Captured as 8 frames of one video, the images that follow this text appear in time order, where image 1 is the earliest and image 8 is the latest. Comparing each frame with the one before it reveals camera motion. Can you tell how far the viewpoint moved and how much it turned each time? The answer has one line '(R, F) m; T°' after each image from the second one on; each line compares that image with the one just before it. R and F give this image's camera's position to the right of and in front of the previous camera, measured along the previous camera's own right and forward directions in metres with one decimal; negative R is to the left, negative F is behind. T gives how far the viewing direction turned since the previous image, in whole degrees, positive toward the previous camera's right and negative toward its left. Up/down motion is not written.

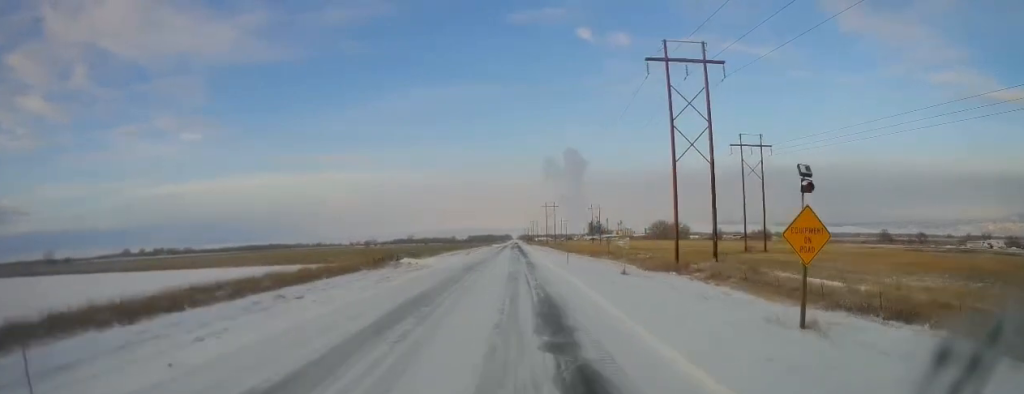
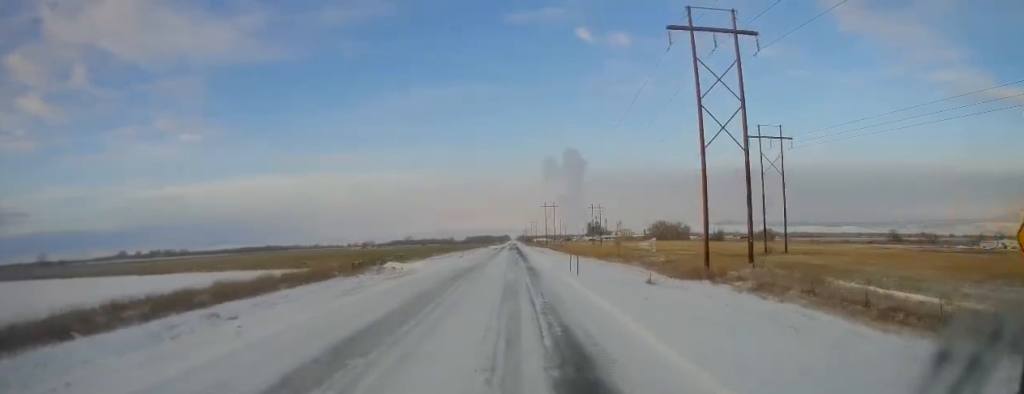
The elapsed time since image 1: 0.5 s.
(-0.3, +8.9) m; 0°
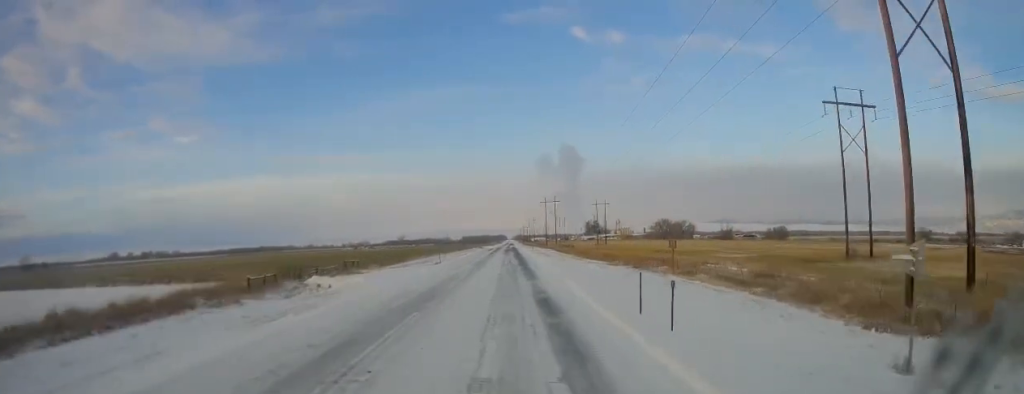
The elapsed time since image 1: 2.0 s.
(+1.1, +25.4) m; +3°
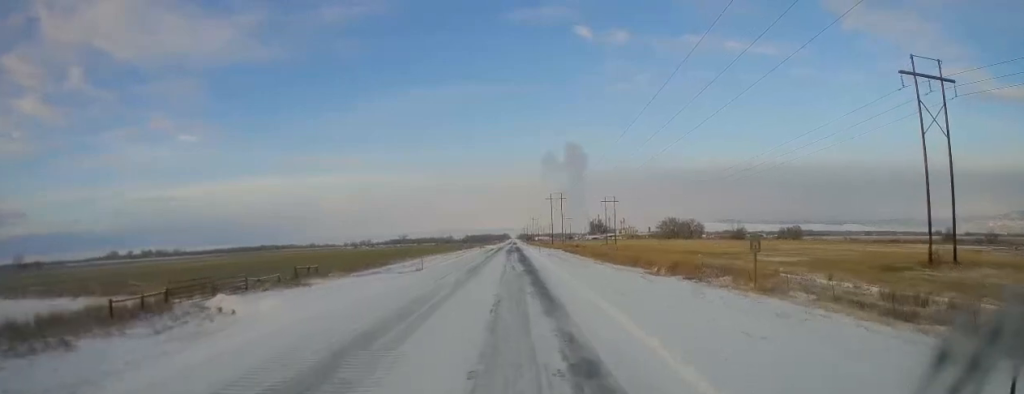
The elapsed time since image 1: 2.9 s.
(0.0, +15.3) m; 0°
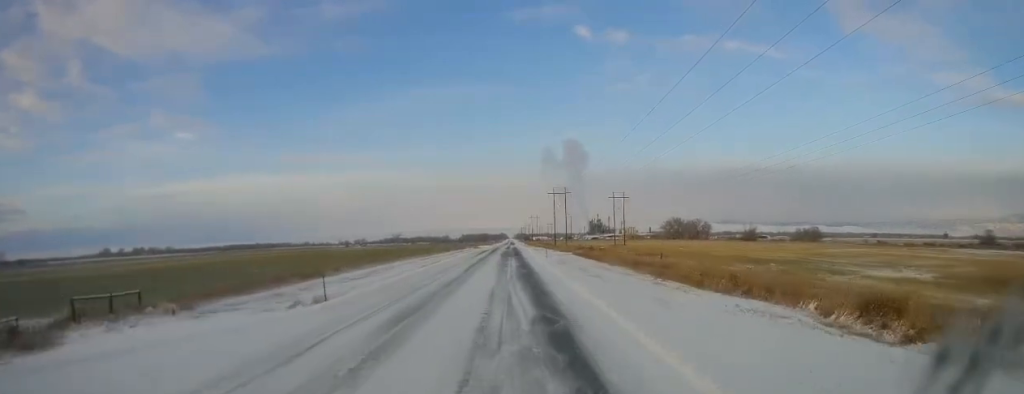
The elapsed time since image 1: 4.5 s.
(0.0, +26.1) m; 0°
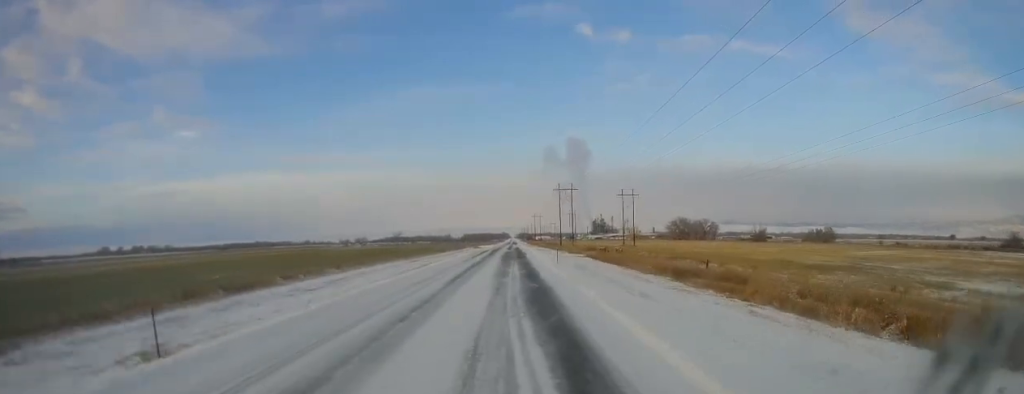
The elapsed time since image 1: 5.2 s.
(0.0, +13.1) m; +2°
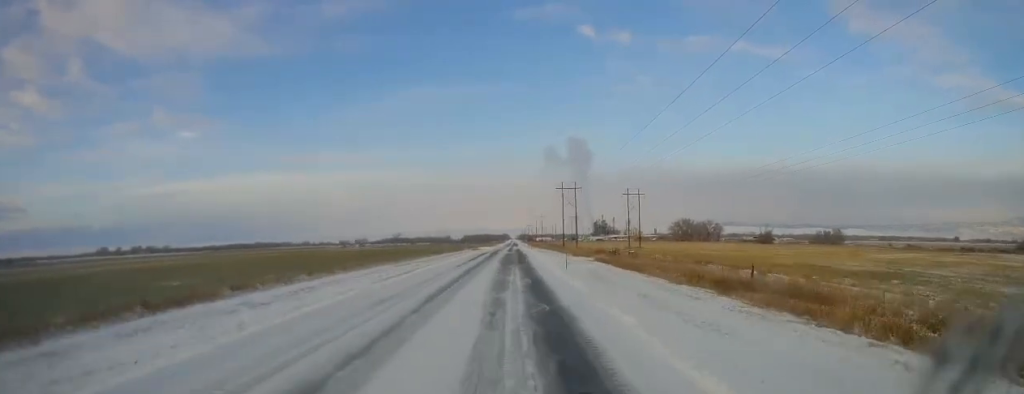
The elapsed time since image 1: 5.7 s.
(+0.1, +8.6) m; +1°
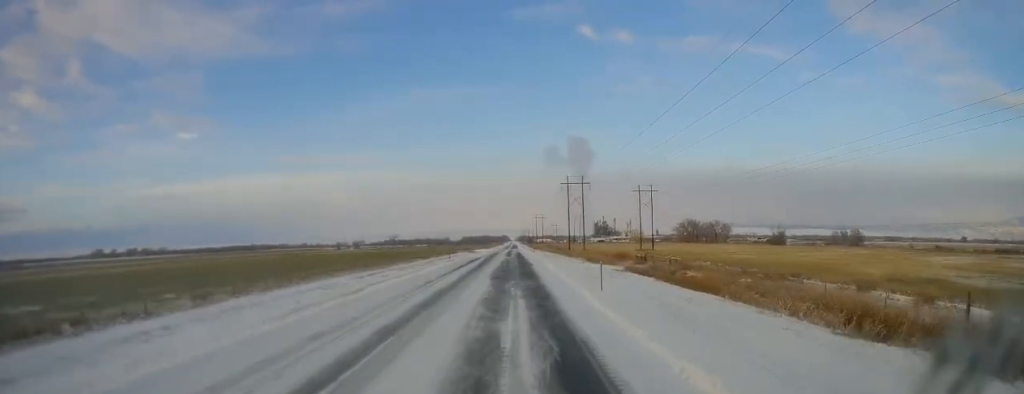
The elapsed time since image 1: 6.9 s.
(+0.2, +19.5) m; -1°
